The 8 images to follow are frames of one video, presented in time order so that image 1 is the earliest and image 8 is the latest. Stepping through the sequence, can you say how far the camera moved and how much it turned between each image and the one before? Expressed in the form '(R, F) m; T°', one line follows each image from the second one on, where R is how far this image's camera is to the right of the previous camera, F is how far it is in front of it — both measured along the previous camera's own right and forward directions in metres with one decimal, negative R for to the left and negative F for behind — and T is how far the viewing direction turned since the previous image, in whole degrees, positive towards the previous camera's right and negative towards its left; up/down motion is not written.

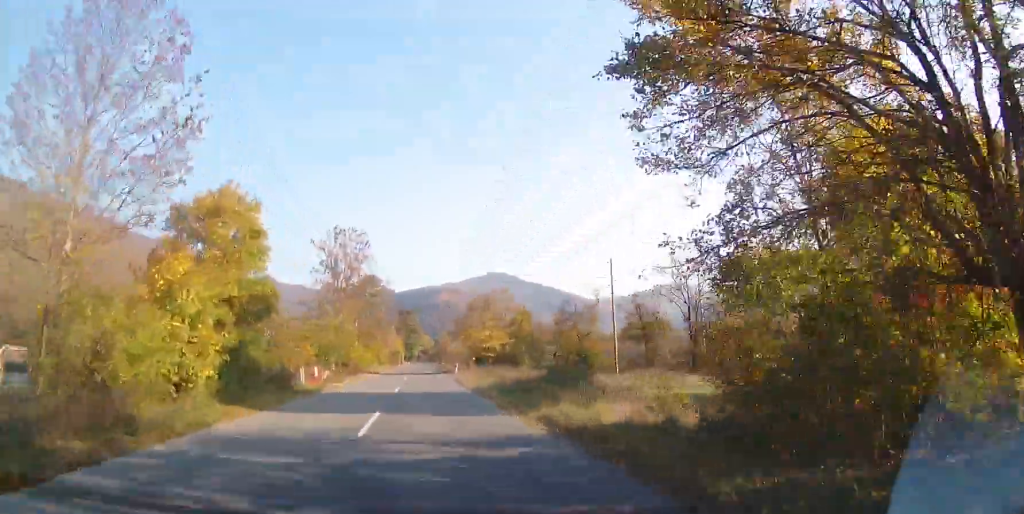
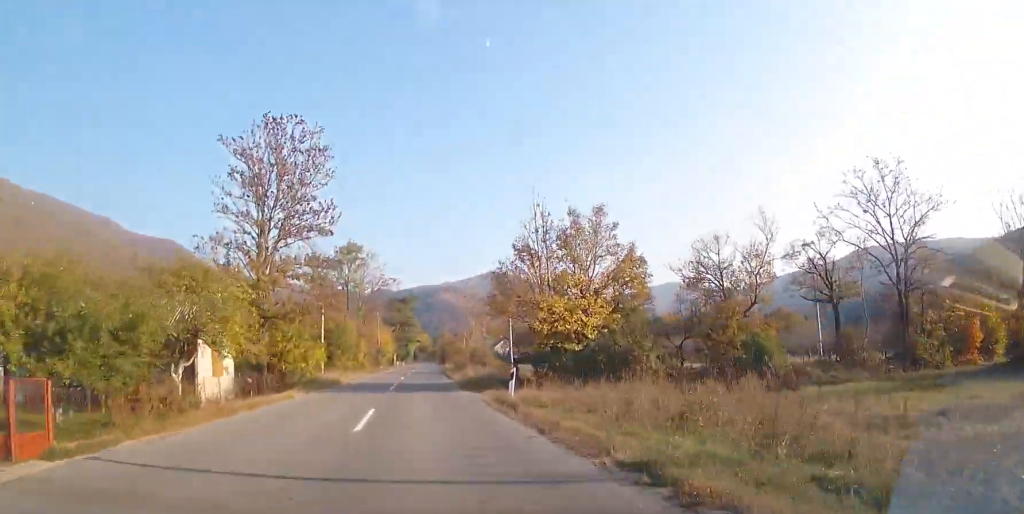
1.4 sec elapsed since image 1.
(+0.1, +30.3) m; 0°
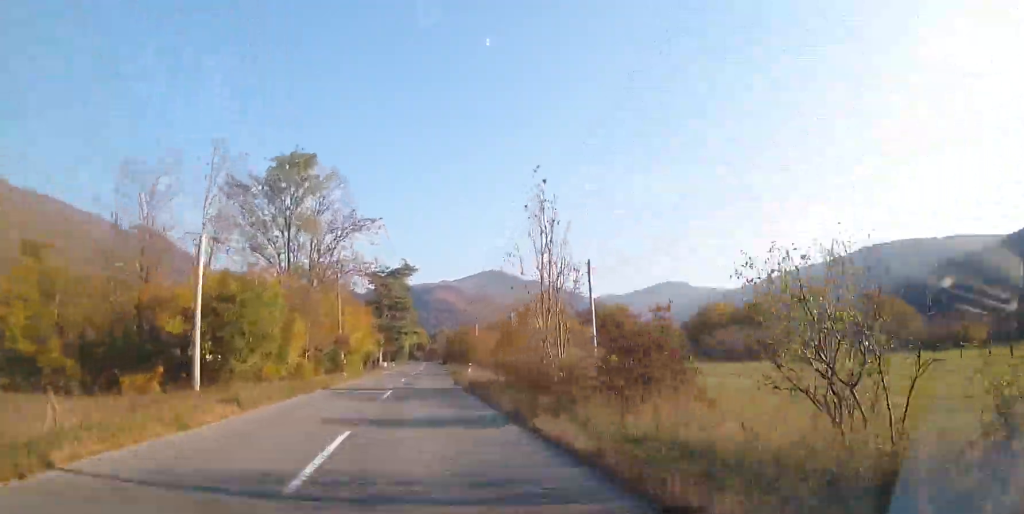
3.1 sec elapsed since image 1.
(+0.4, +35.4) m; +2°
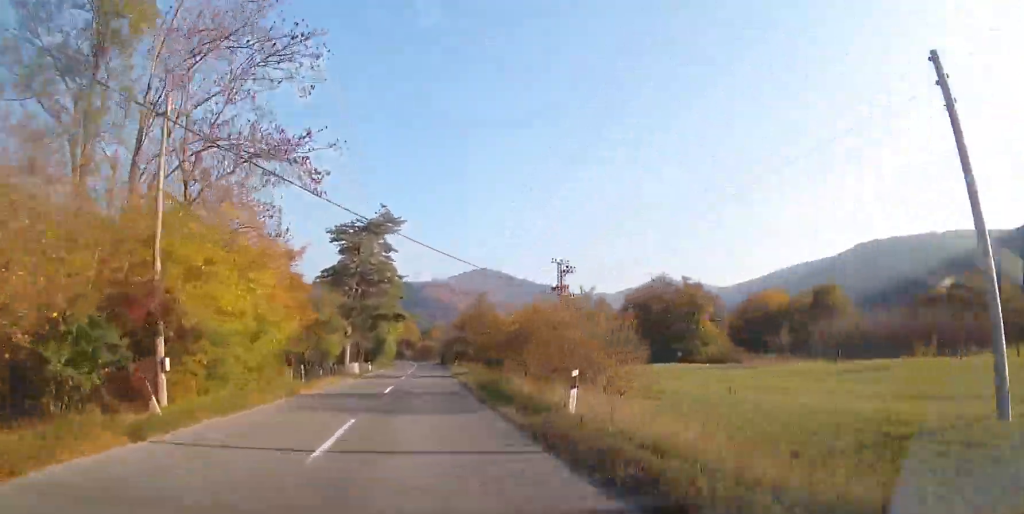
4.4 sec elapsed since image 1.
(-0.1, +28.3) m; 0°
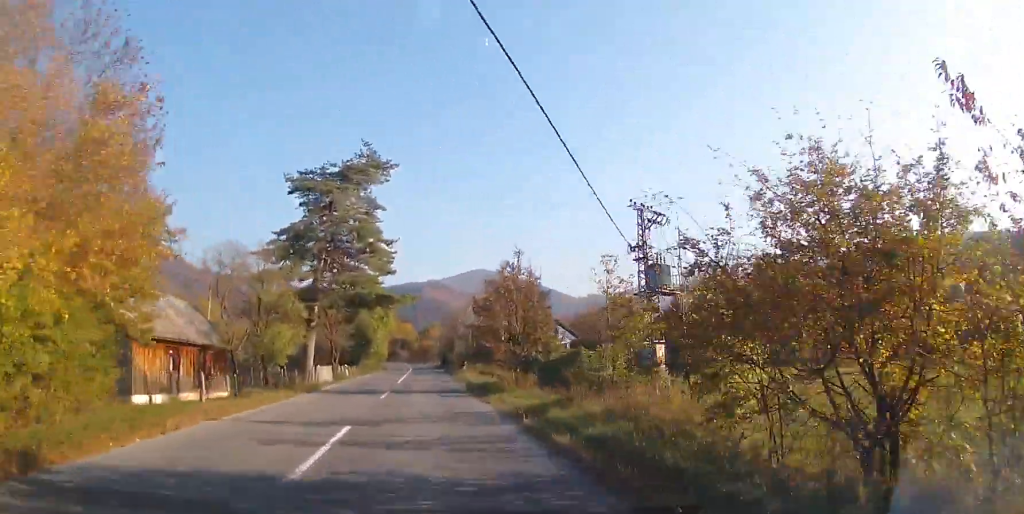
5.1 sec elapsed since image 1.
(+0.2, +16.0) m; 0°
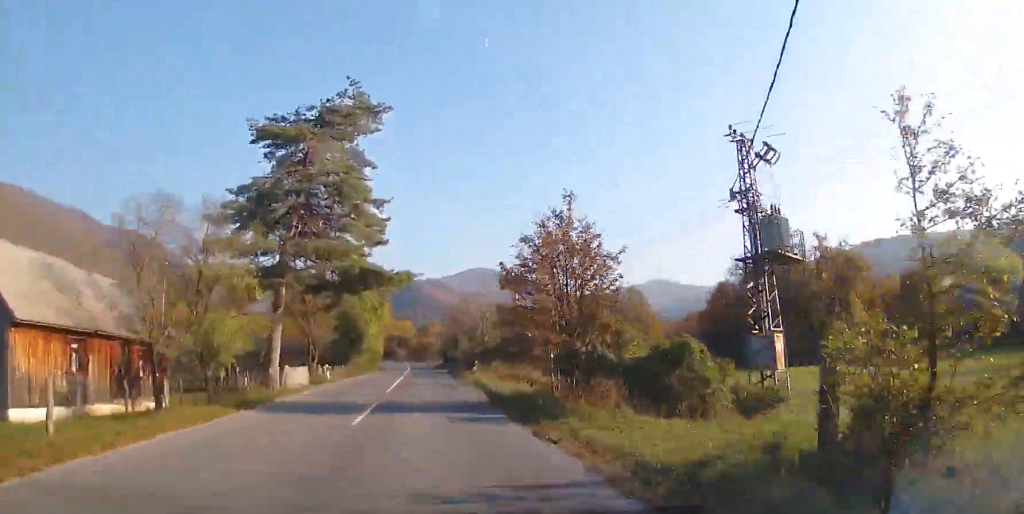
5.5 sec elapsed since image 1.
(0.0, +8.7) m; 0°
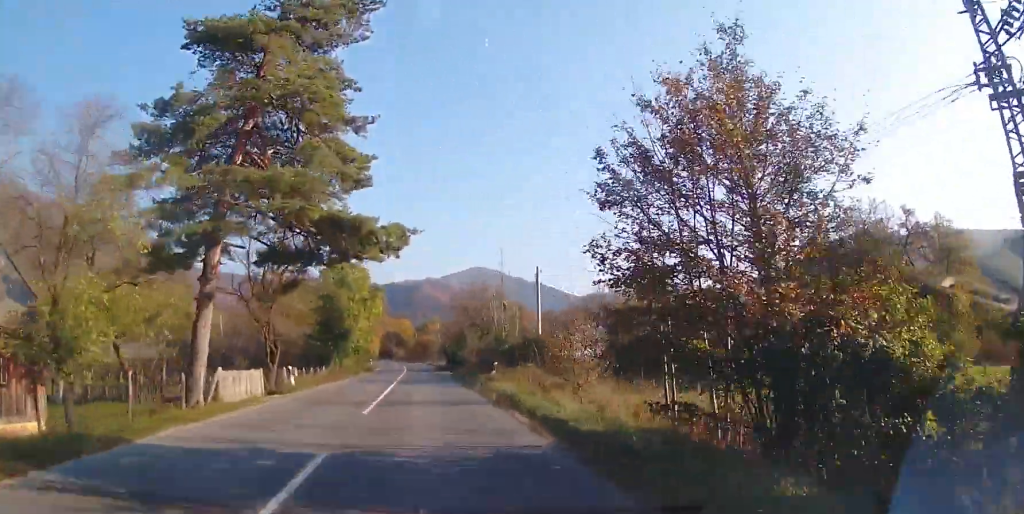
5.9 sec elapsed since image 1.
(-0.2, +9.4) m; 0°
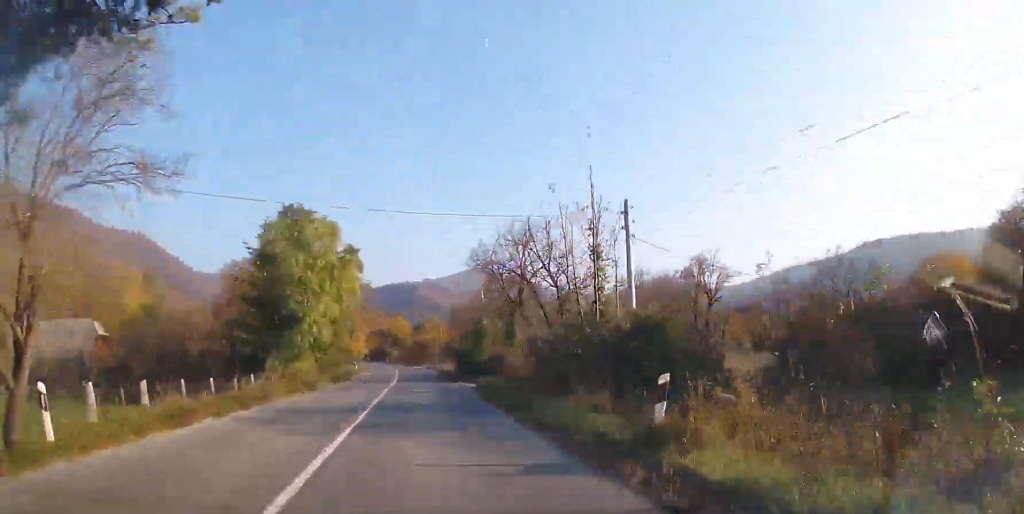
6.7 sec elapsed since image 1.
(+0.1, +17.4) m; 0°
